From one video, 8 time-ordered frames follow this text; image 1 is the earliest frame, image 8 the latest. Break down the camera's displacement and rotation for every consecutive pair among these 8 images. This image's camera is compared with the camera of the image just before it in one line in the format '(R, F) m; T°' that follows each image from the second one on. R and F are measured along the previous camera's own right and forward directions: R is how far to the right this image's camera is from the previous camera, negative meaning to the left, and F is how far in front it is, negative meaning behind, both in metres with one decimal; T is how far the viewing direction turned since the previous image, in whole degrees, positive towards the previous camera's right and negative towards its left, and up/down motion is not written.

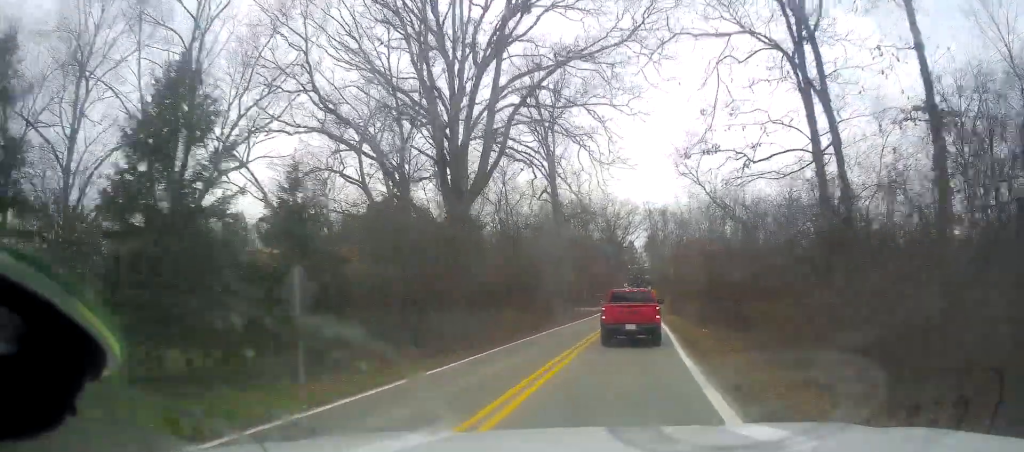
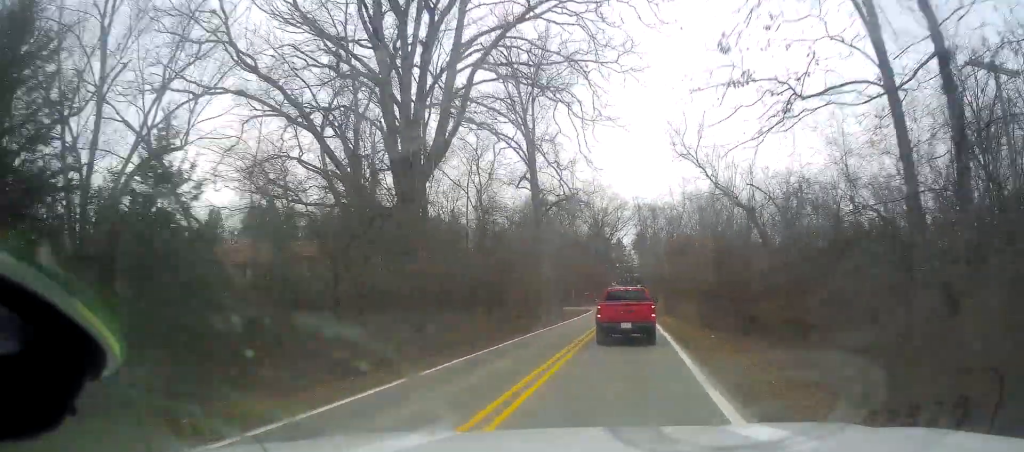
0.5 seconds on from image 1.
(+0.1, +5.7) m; +2°
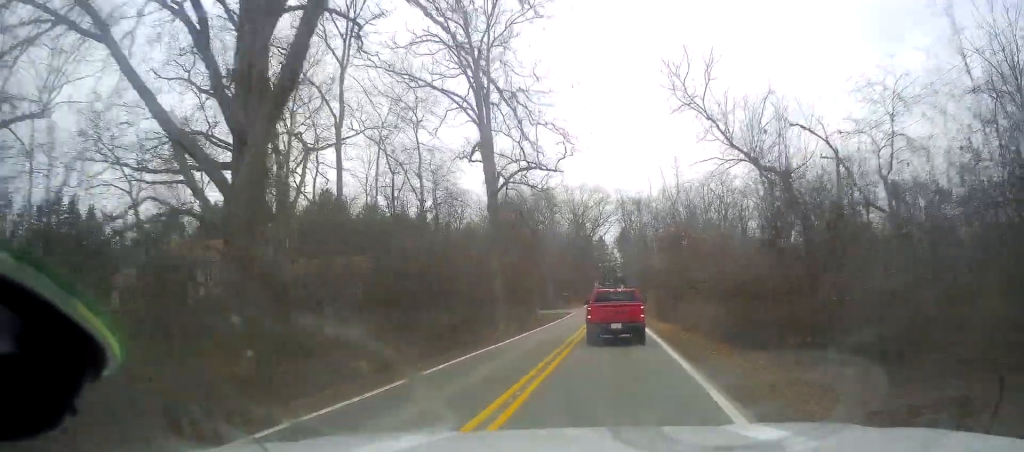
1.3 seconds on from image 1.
(+0.2, +10.6) m; +2°
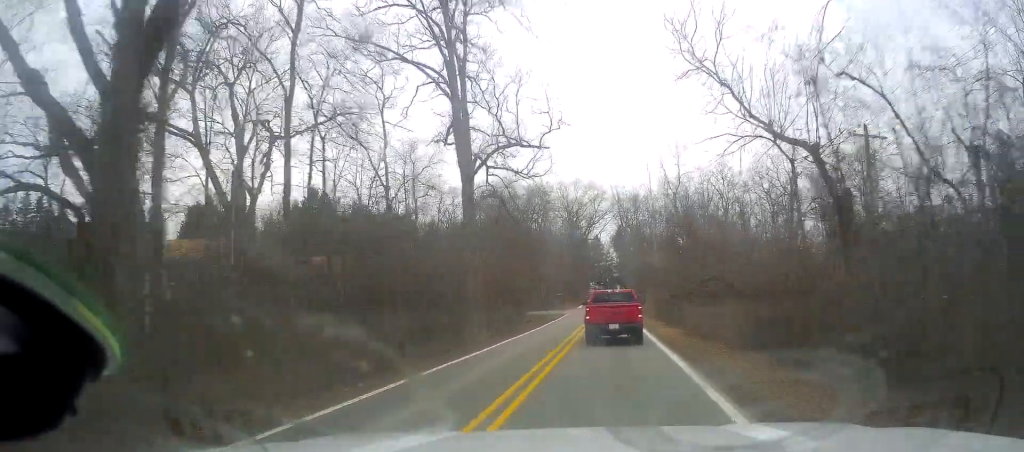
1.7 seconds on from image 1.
(+0.2, +4.9) m; -1°
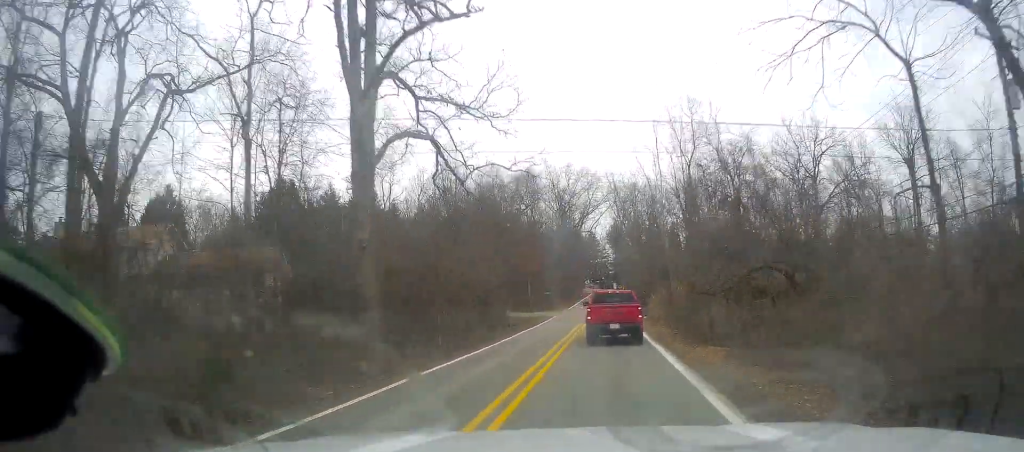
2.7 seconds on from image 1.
(-0.4, +12.1) m; -1°
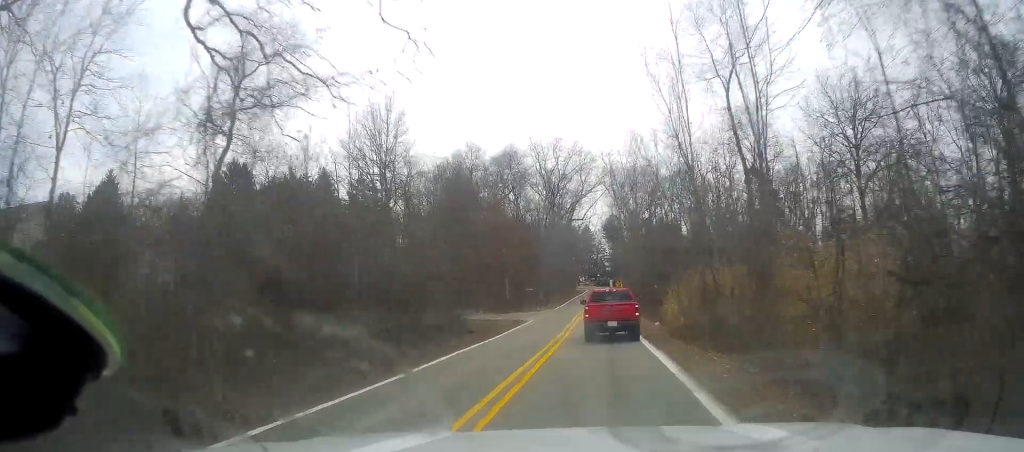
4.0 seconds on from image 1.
(+0.4, +14.9) m; +2°
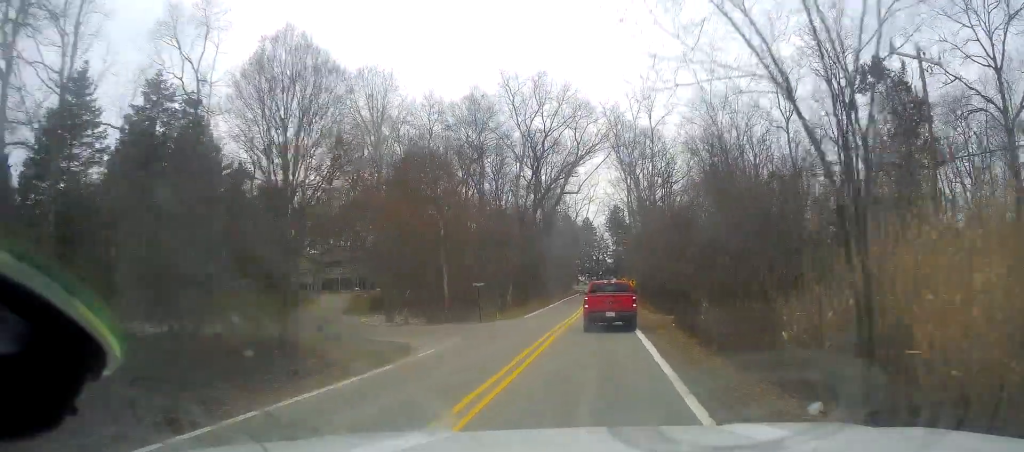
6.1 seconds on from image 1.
(+0.1, +25.9) m; -2°
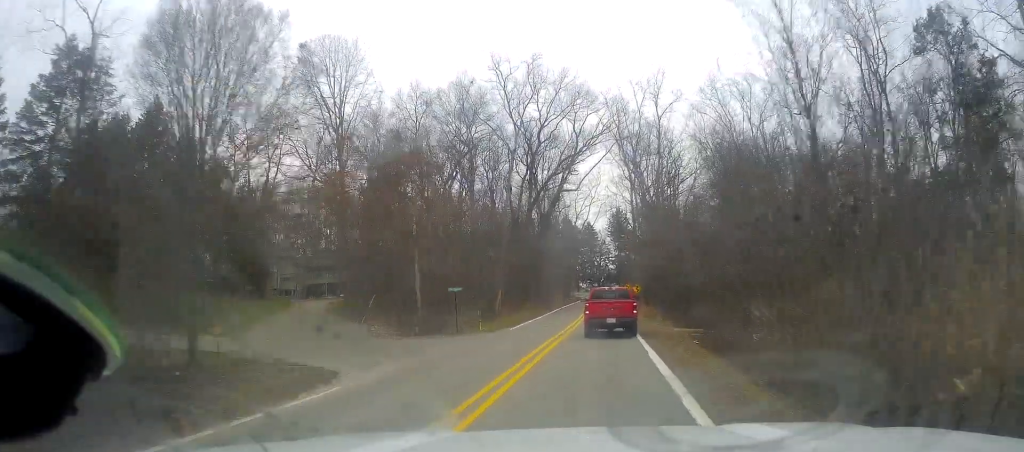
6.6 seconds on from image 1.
(-0.3, +6.3) m; 0°
